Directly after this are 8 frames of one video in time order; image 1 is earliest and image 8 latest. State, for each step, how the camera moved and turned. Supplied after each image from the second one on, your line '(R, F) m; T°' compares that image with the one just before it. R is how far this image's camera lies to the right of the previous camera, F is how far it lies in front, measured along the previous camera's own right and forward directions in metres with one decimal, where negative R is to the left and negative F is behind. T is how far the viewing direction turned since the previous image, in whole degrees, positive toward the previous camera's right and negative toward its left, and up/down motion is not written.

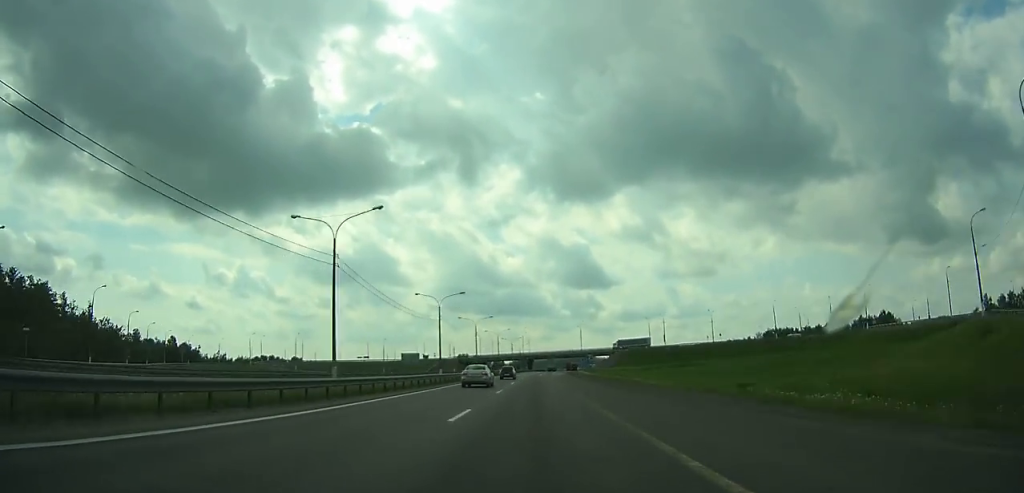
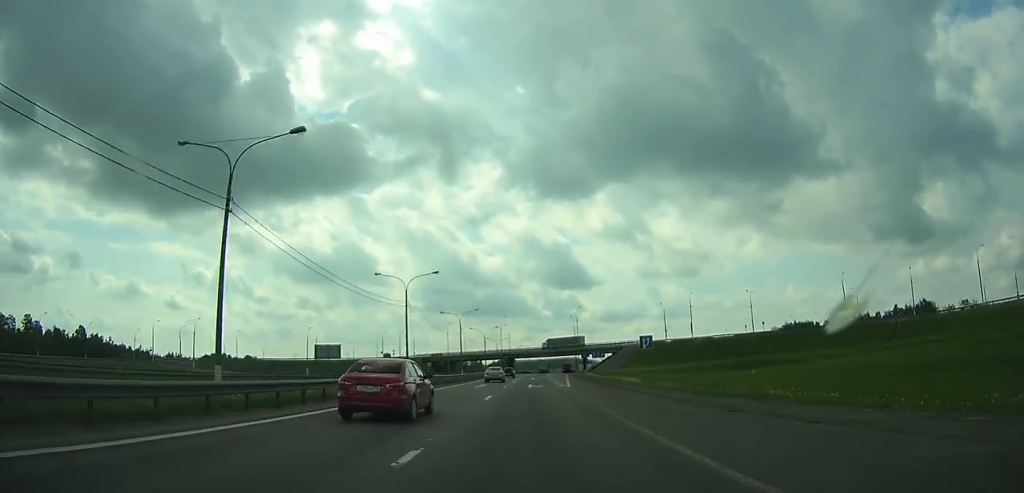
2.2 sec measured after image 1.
(+0.5, +53.8) m; +1°
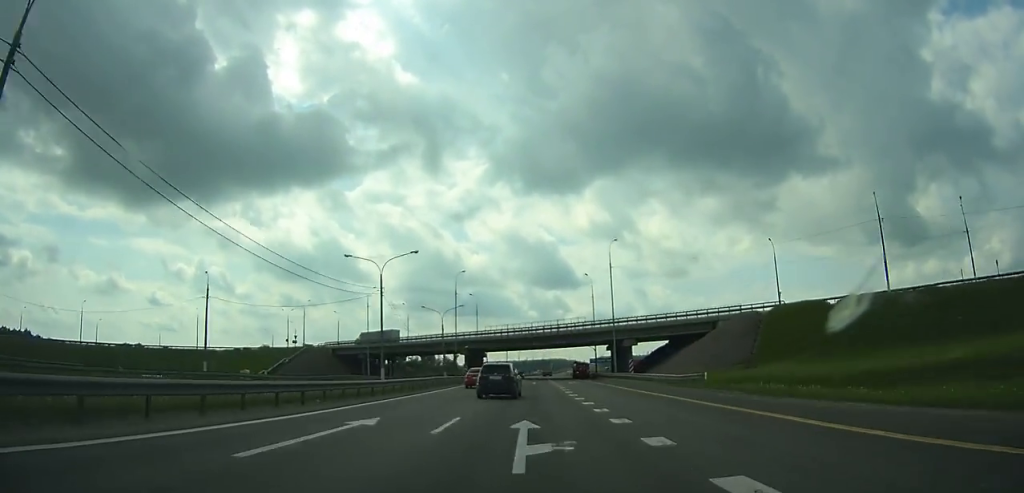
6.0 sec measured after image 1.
(+1.3, +92.0) m; +1°
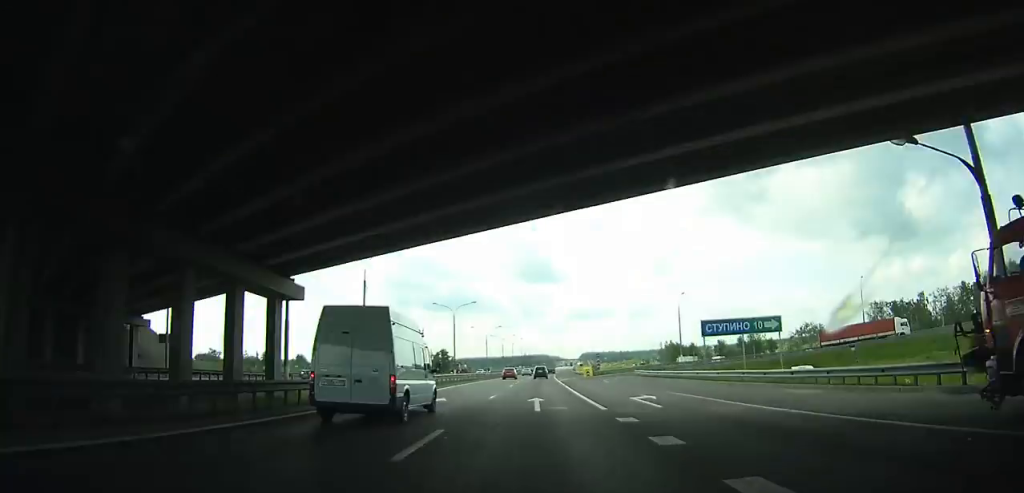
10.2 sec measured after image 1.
(+1.4, +101.1) m; +2°
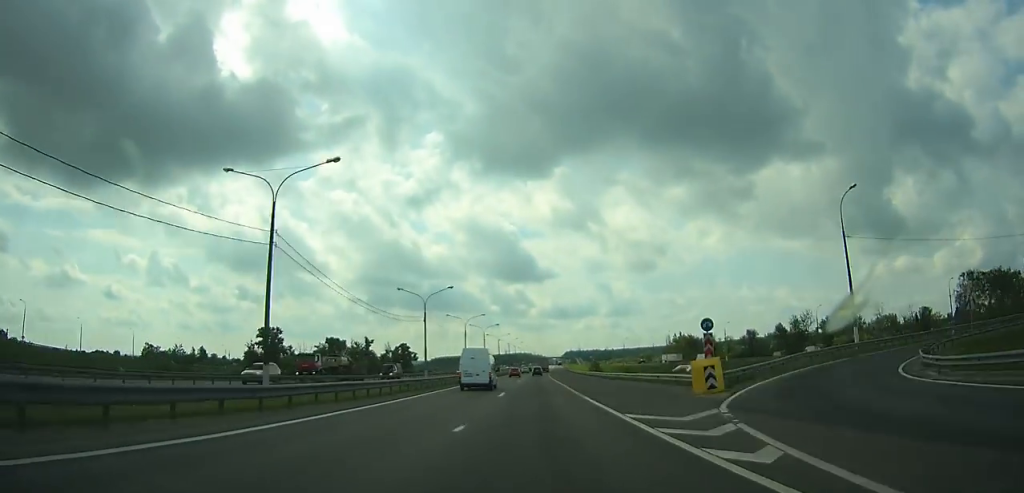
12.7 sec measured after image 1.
(+0.8, +60.4) m; +2°
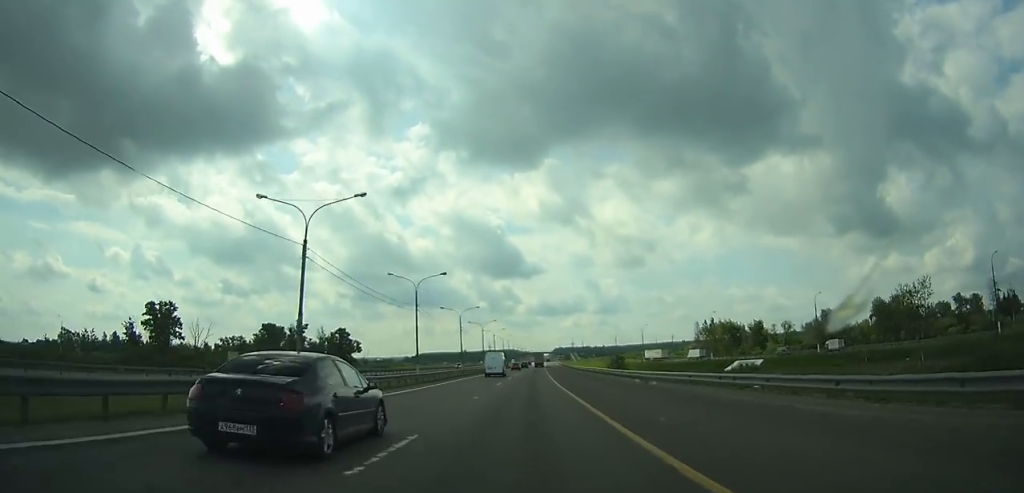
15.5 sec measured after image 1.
(+1.0, +67.5) m; +1°
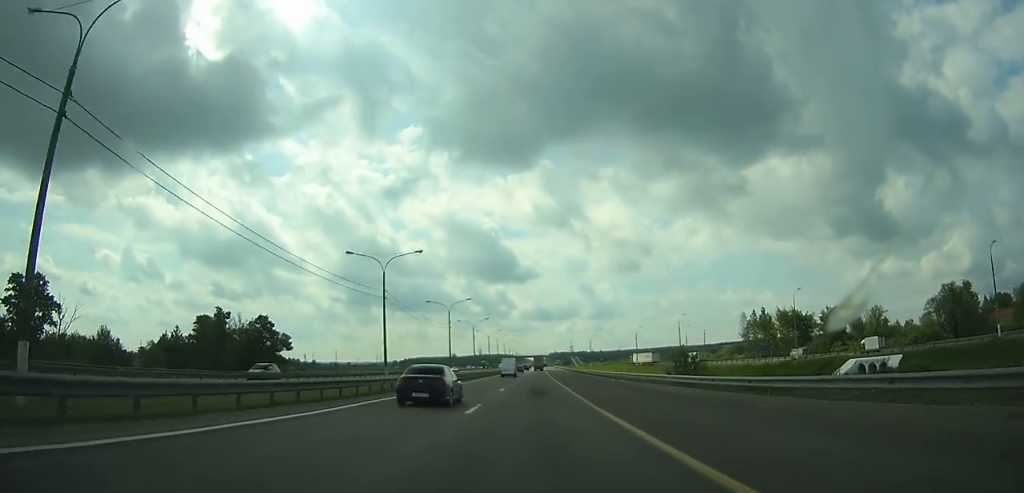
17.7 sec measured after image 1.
(+0.2, +52.4) m; +1°
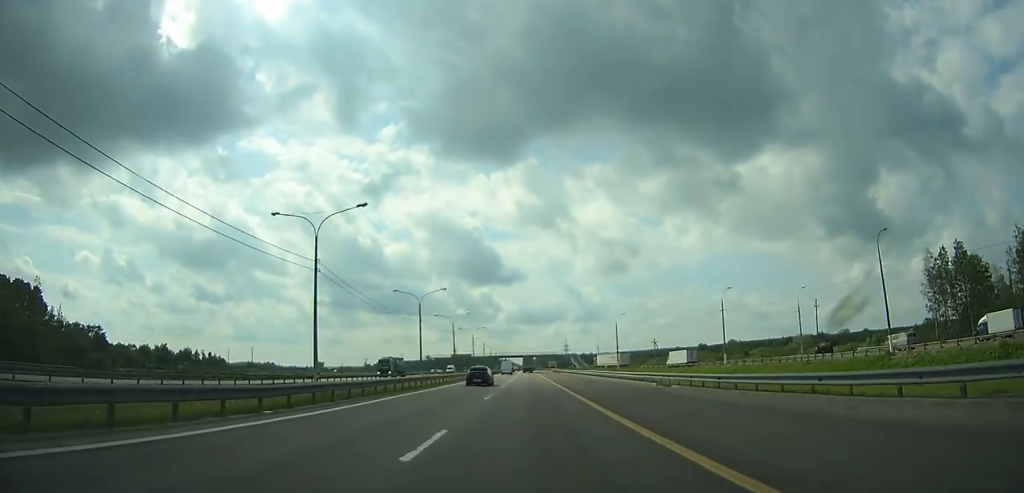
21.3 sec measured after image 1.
(+0.7, +81.7) m; +1°
